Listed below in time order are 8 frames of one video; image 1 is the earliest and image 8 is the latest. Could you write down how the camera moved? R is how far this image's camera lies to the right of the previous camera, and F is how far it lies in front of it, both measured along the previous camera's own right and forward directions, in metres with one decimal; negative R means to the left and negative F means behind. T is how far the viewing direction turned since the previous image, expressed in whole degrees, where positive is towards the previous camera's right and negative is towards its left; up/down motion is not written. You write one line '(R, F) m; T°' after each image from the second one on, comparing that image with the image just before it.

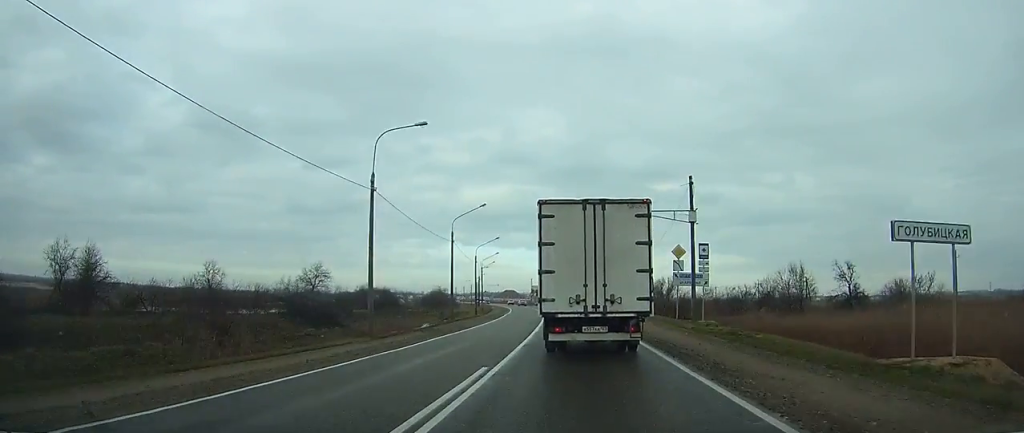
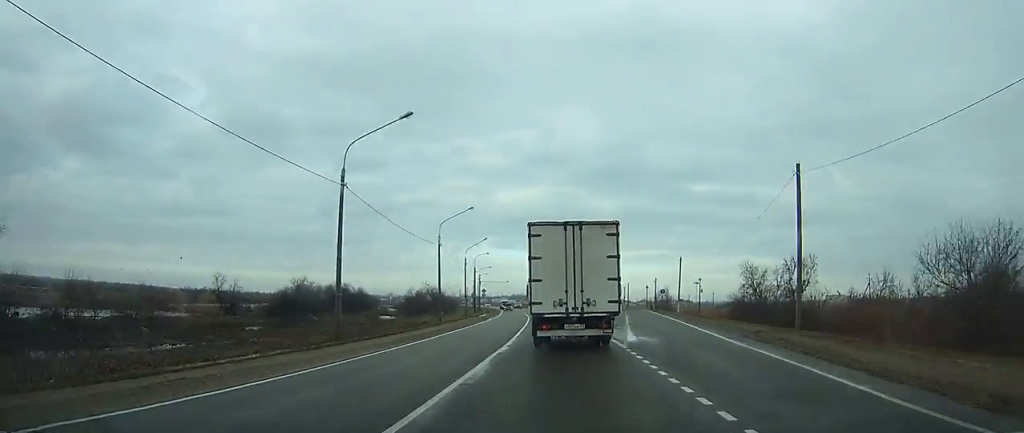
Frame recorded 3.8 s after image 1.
(-1.7, +54.7) m; -4°
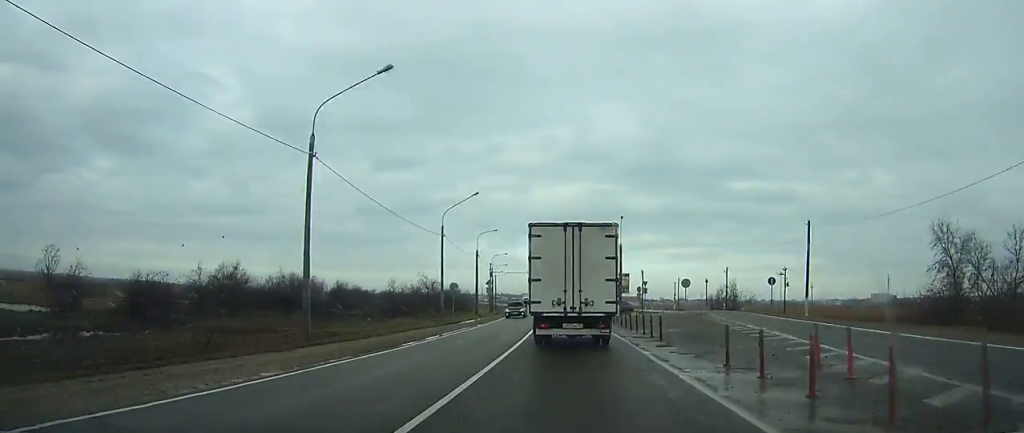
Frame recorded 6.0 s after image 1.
(-0.9, +32.7) m; -2°
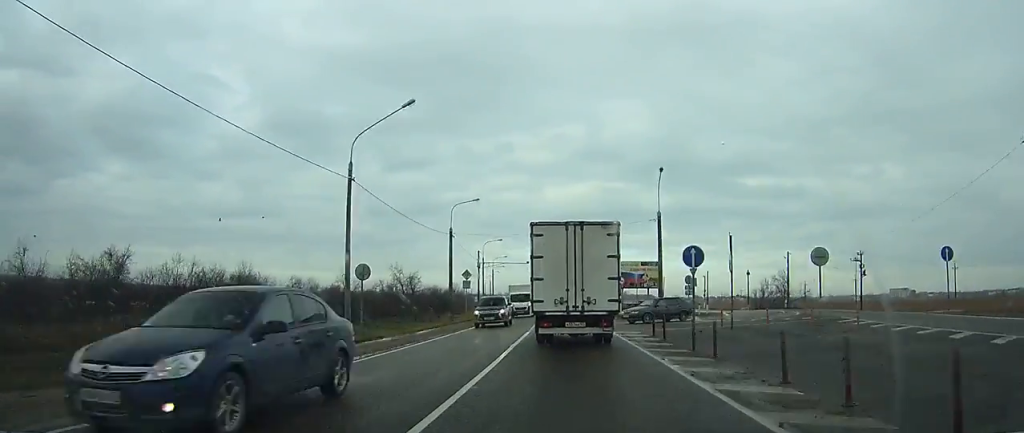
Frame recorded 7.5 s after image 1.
(-0.3, +23.3) m; -1°
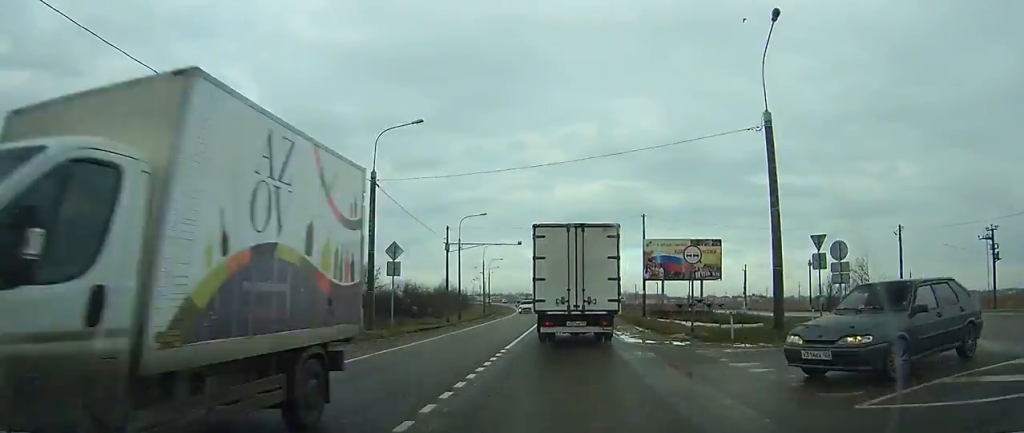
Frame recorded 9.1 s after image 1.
(-0.2, +24.5) m; -1°
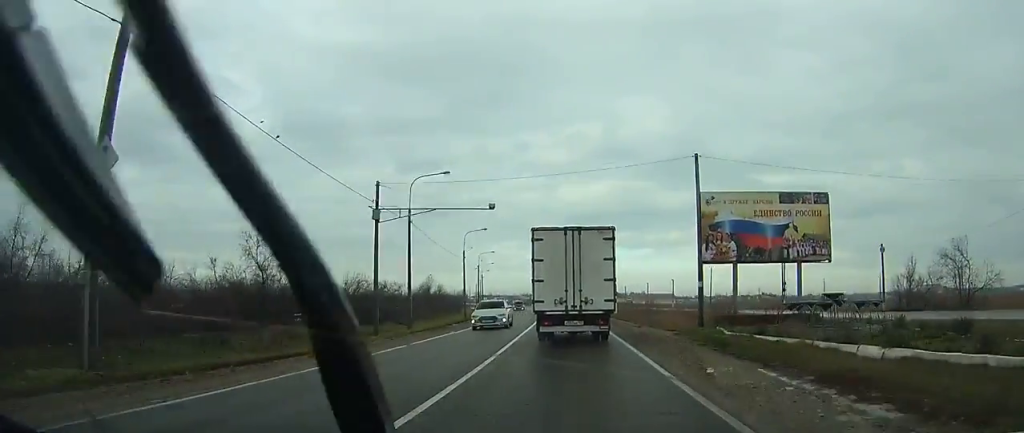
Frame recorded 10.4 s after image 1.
(-0.1, +19.7) m; -1°
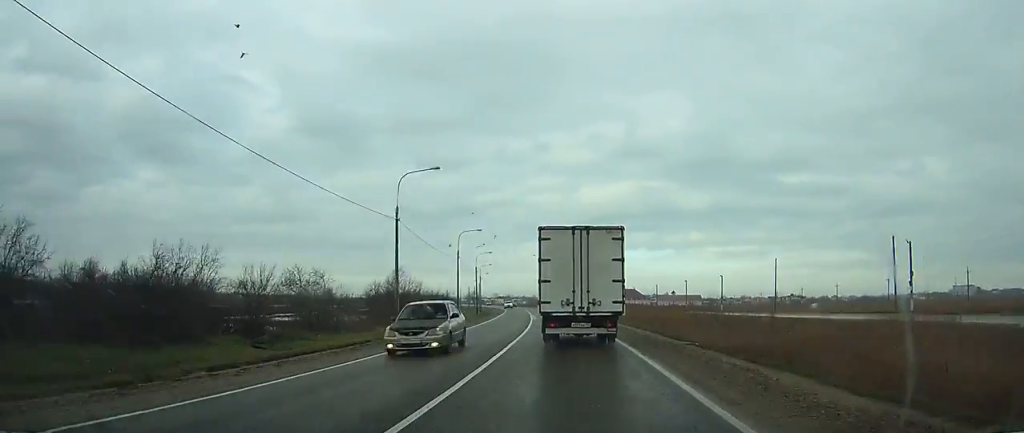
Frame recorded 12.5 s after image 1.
(-0.4, +32.6) m; -2°
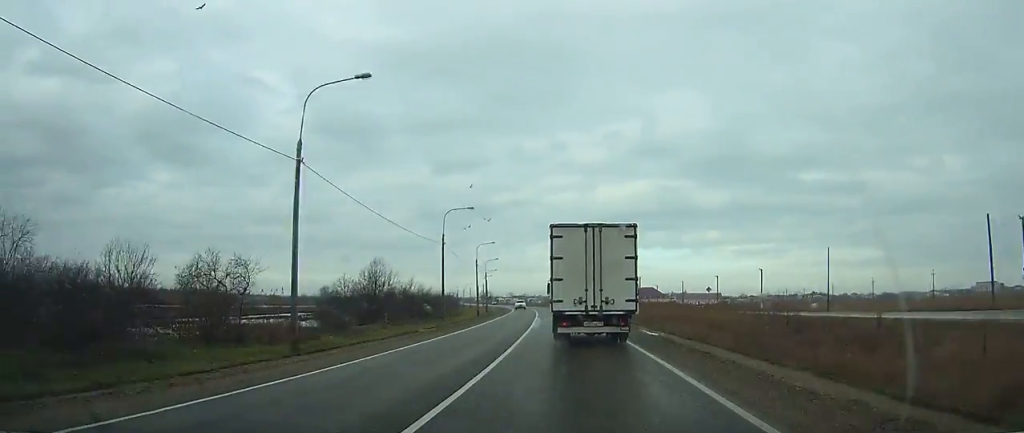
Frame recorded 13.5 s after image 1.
(-0.3, +16.0) m; -1°
